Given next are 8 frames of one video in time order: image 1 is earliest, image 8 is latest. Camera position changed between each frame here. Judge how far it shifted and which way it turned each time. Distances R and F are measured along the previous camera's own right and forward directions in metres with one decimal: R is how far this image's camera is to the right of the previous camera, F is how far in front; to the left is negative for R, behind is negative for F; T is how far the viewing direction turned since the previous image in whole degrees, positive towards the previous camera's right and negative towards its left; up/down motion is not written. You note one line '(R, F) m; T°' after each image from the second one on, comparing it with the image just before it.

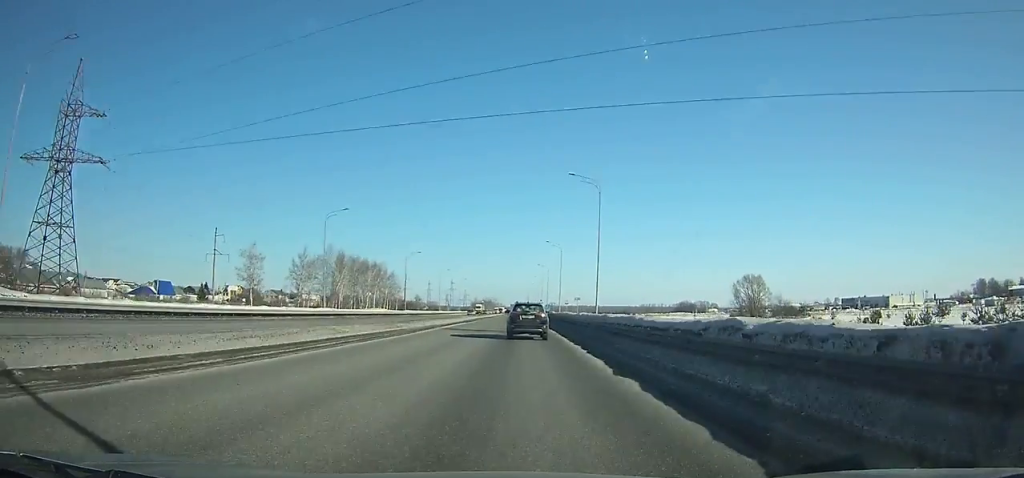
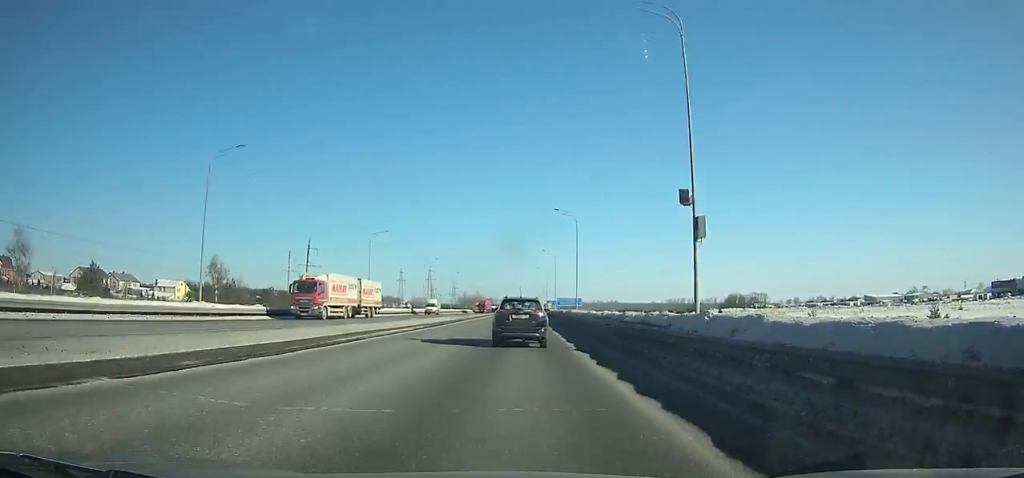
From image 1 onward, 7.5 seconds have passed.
(0.0, +159.0) m; 0°
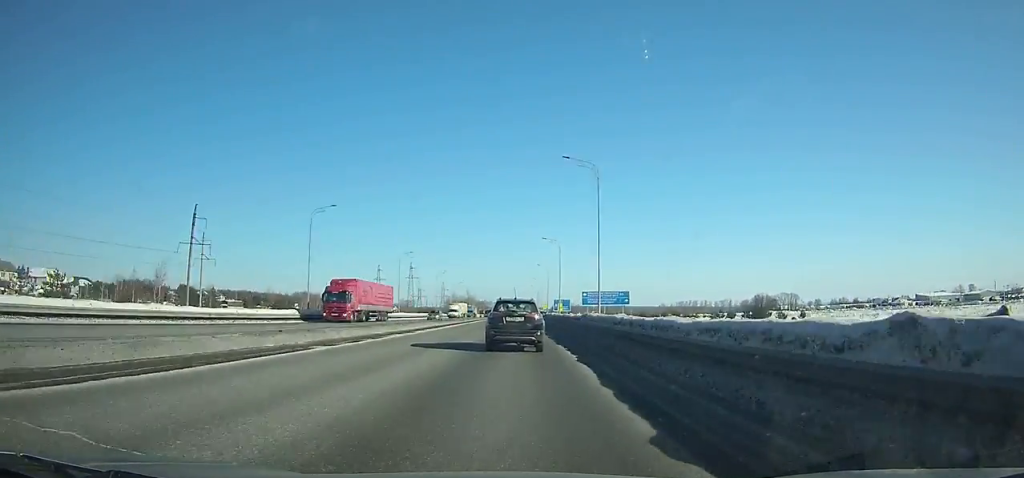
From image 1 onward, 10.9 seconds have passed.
(+0.1, +67.7) m; 0°
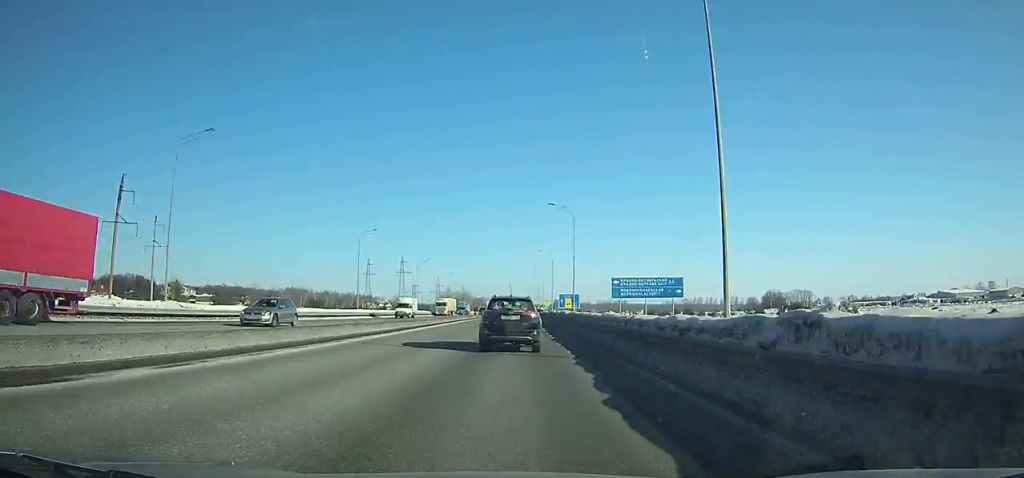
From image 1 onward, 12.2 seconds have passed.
(0.0, +25.1) m; 0°
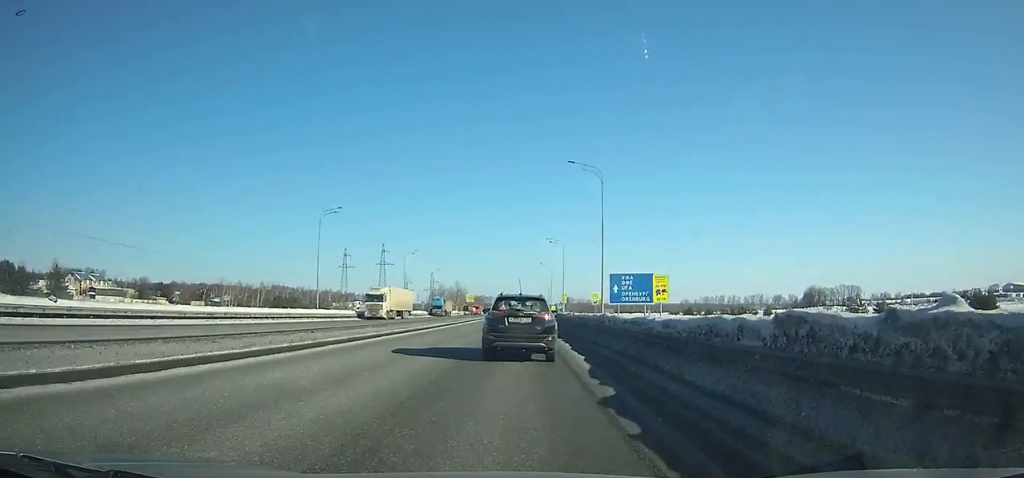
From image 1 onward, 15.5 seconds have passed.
(-0.1, +61.1) m; 0°
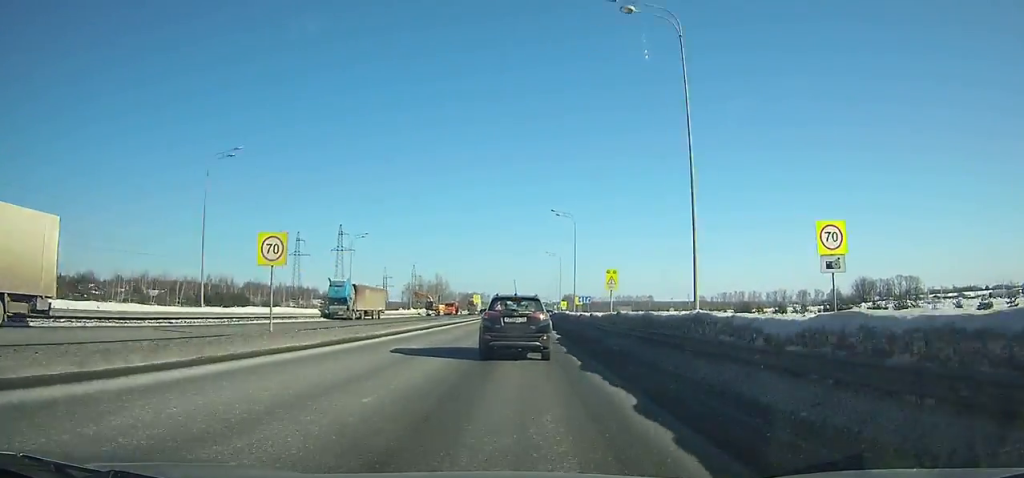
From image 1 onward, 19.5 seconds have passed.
(+0.2, +69.2) m; 0°
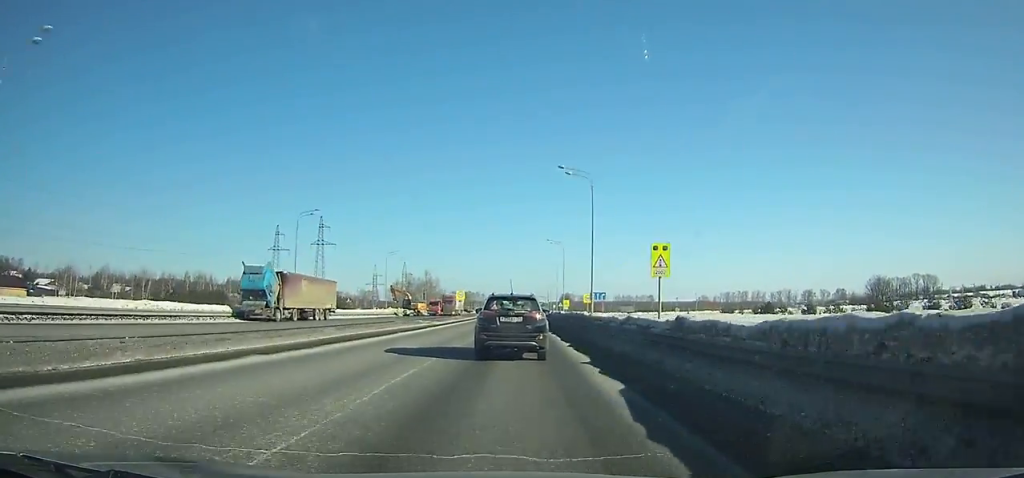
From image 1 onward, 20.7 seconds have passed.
(0.0, +19.7) m; 0°
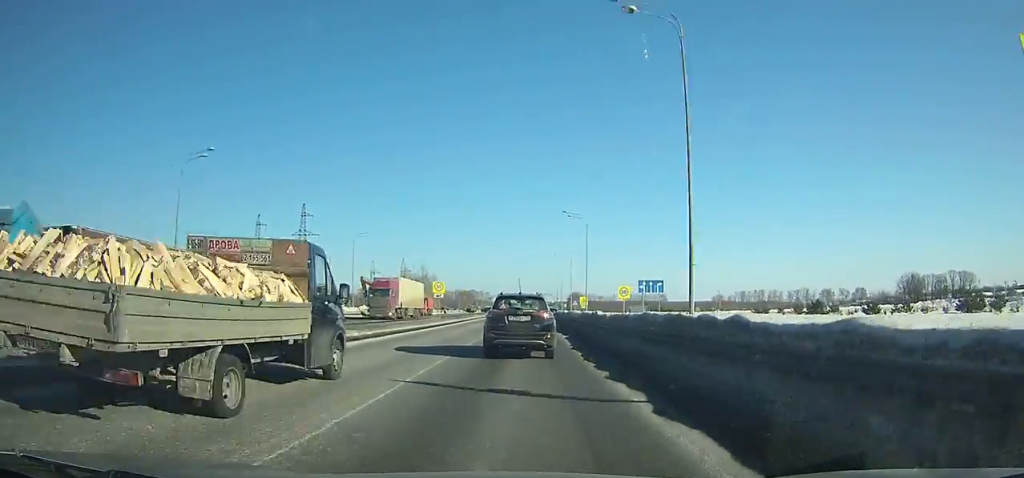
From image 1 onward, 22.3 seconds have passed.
(0.0, +26.1) m; 0°
